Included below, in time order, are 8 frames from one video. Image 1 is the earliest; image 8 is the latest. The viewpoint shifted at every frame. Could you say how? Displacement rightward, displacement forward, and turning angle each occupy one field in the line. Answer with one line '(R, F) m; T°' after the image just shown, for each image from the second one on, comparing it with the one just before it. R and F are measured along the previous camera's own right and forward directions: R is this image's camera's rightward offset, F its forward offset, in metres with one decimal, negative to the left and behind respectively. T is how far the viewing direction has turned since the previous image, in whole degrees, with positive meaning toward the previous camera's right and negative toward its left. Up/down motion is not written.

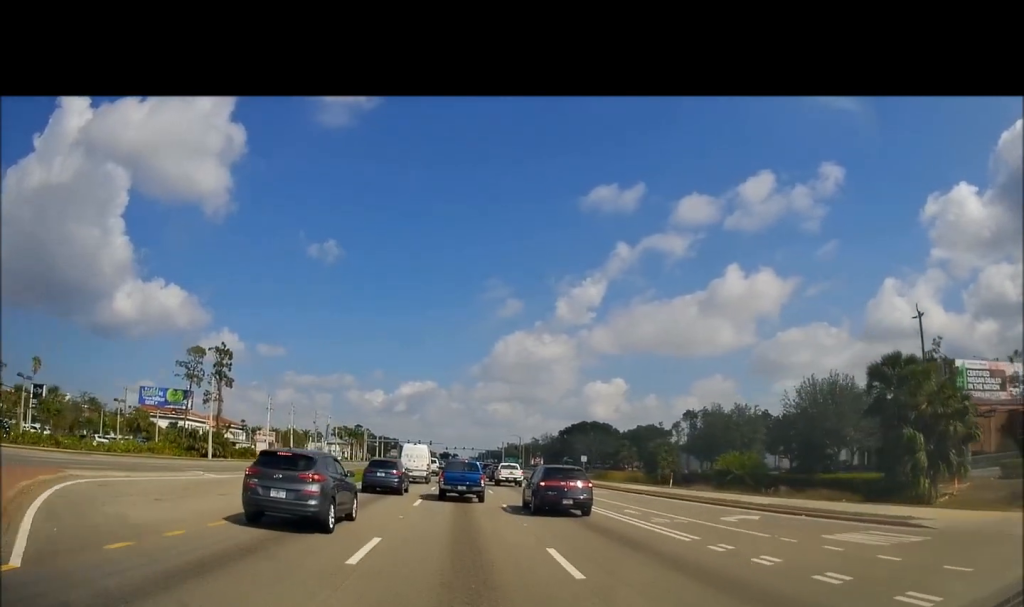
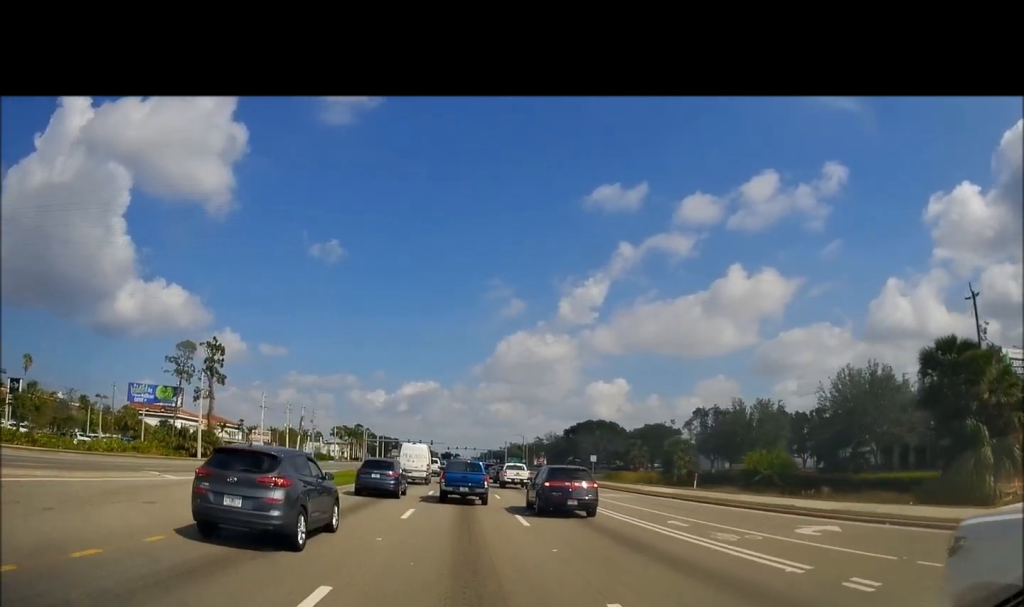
(+0.2, +4.6) m; +1°
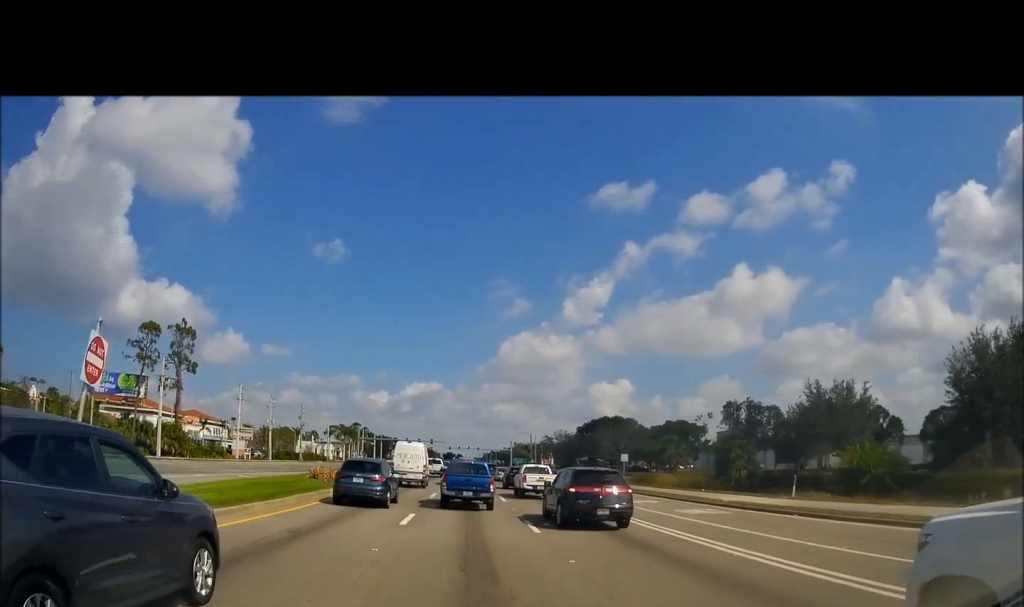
(+0.1, +13.6) m; -2°
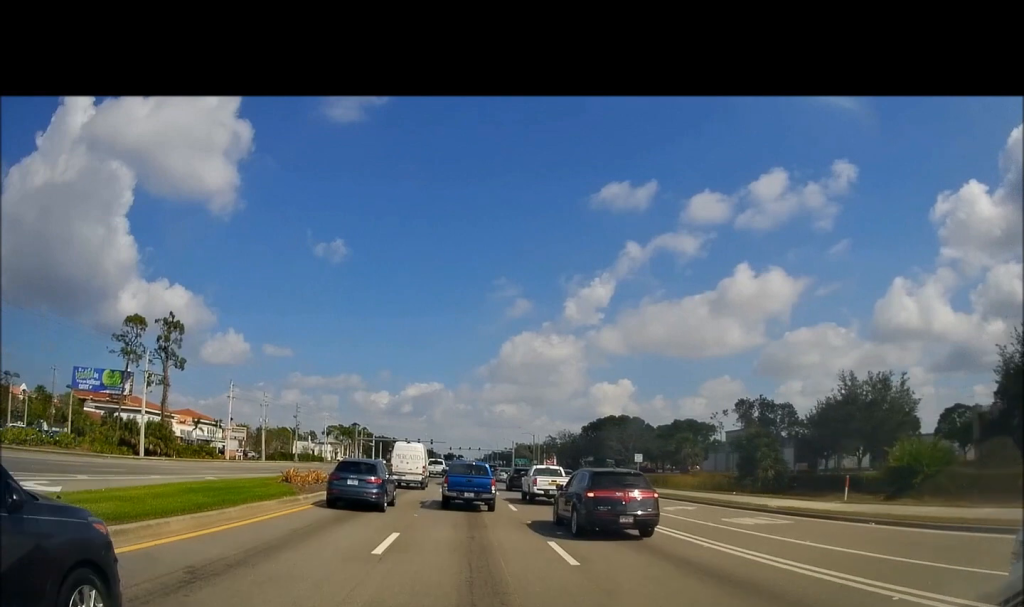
(-0.3, +4.5) m; 0°
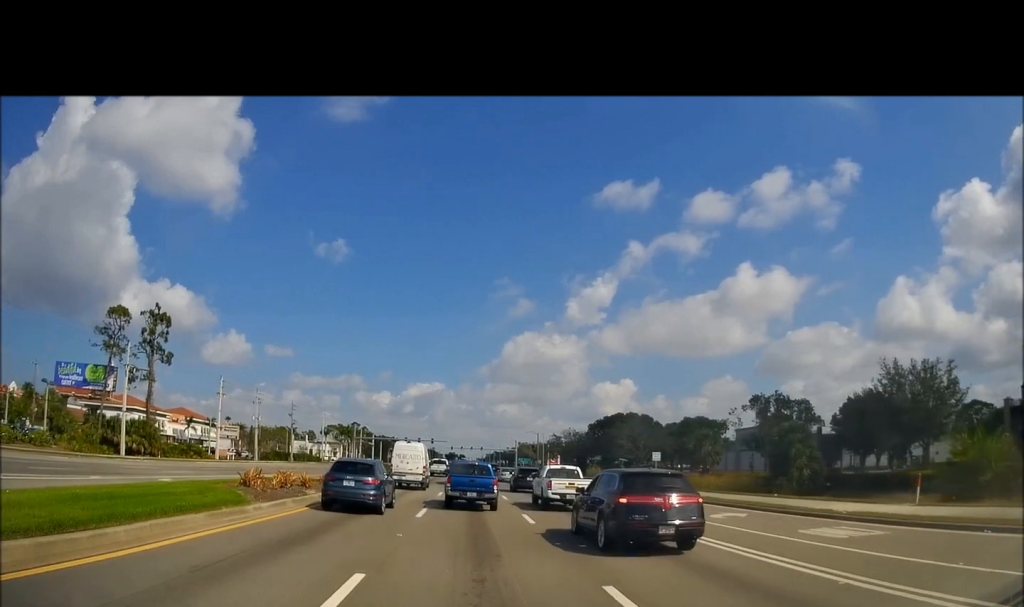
(0.0, +4.8) m; +1°
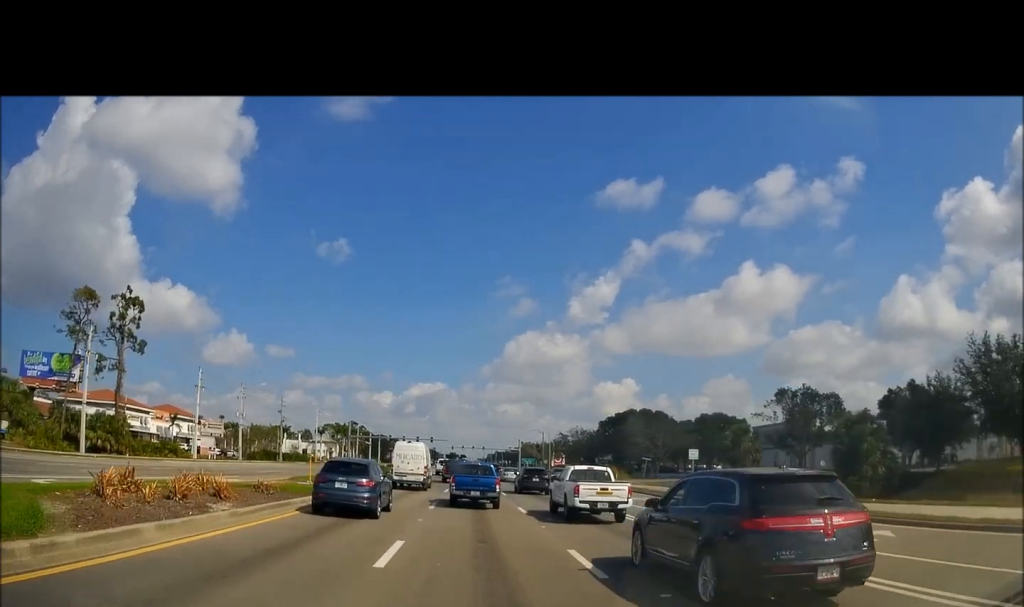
(+0.3, +8.2) m; +2°
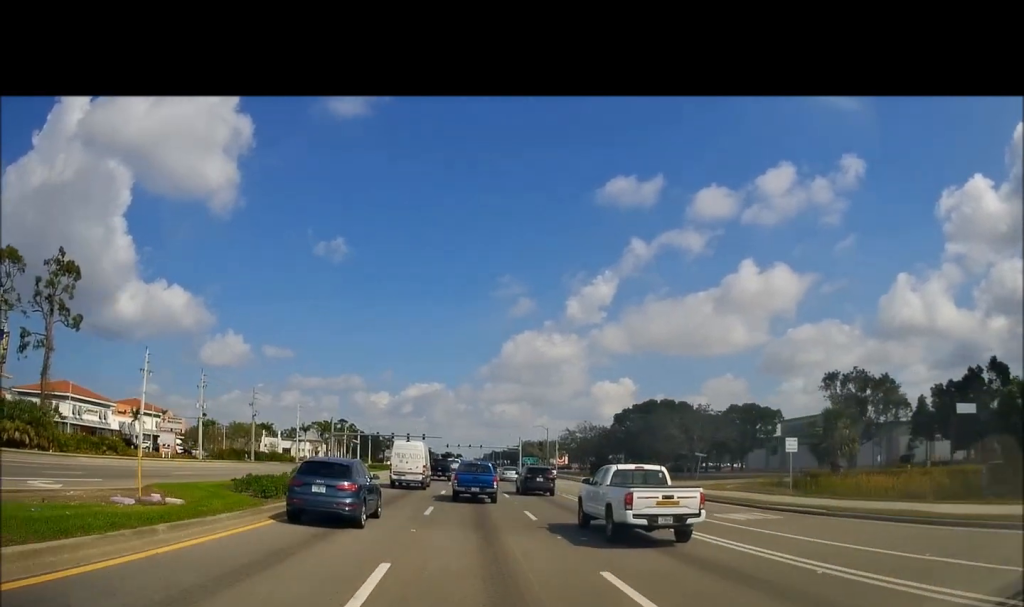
(0.0, +14.2) m; 0°
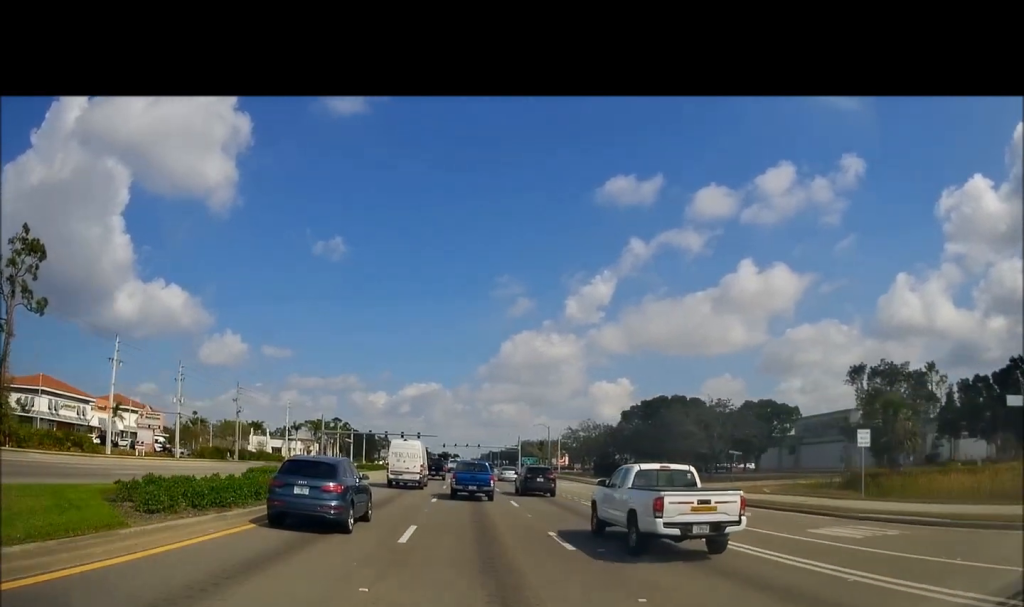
(0.0, +6.6) m; 0°
